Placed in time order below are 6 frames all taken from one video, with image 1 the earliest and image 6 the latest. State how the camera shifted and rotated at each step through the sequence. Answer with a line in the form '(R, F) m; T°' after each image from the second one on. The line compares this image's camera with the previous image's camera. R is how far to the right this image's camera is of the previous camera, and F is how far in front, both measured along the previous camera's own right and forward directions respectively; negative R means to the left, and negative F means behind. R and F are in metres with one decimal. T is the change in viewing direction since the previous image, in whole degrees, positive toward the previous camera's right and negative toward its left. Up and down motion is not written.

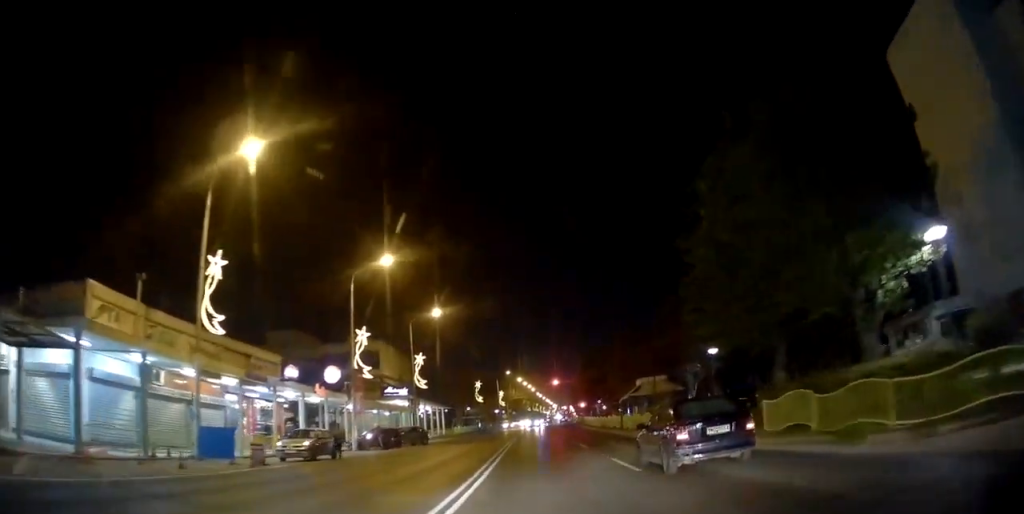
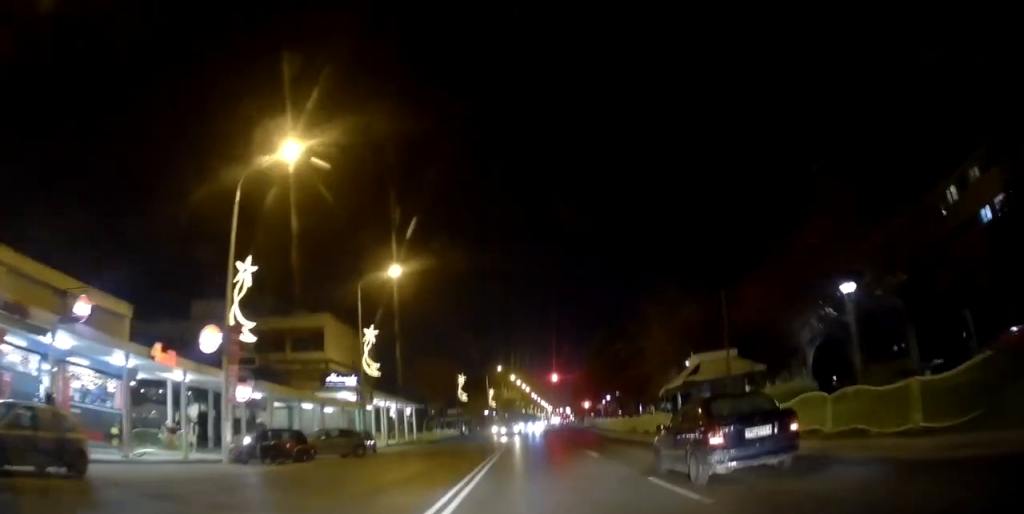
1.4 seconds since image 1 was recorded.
(-0.4, +16.5) m; 0°
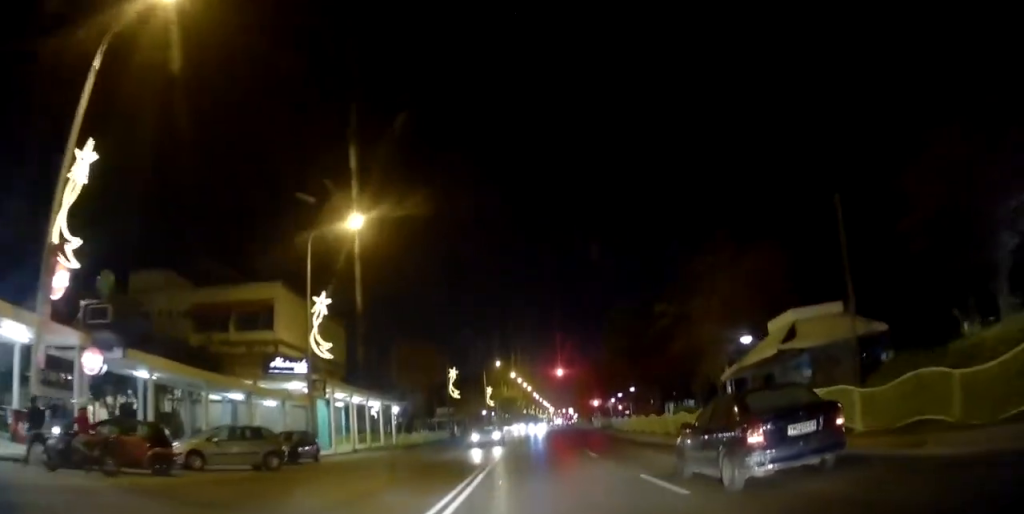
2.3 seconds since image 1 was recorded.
(+0.2, +10.5) m; +1°
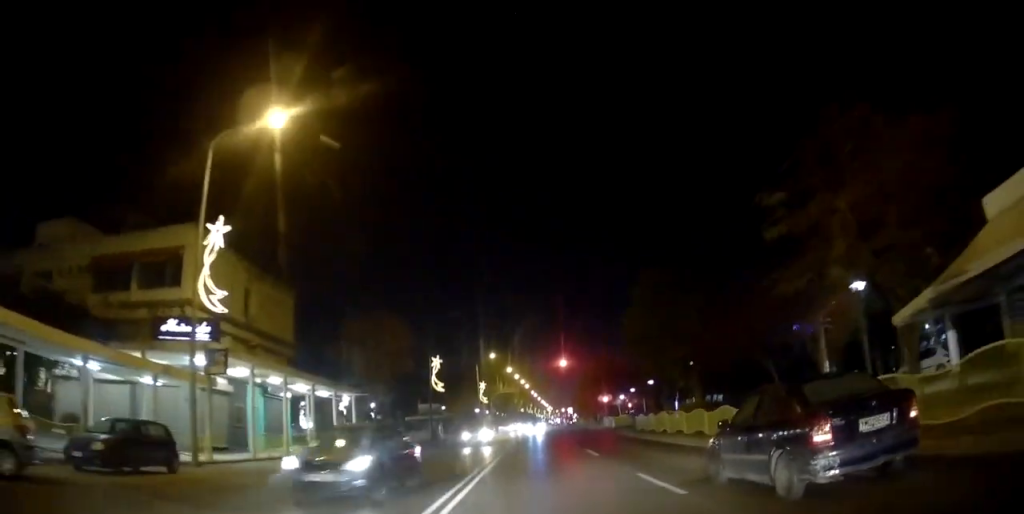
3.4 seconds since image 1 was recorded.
(0.0, +11.4) m; -1°
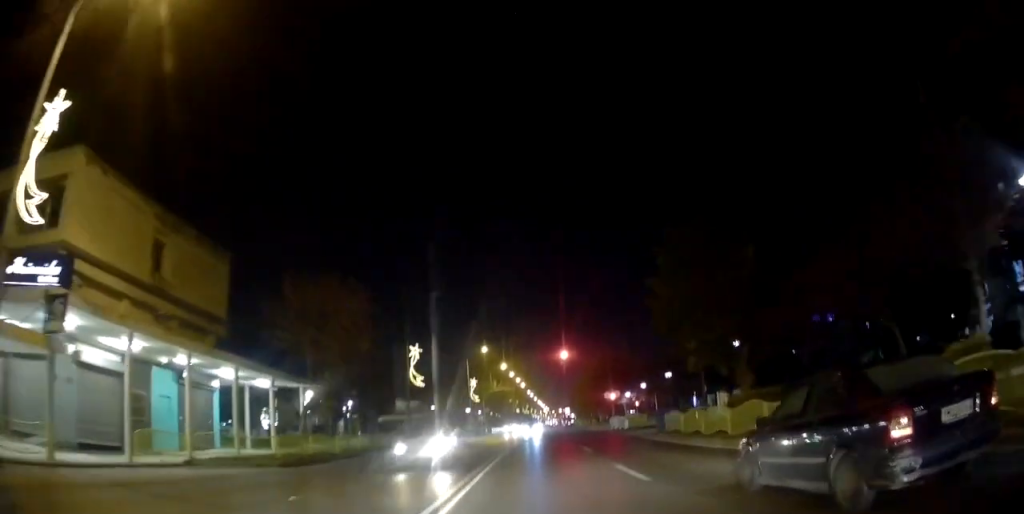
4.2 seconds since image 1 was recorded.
(-0.2, +9.2) m; 0°
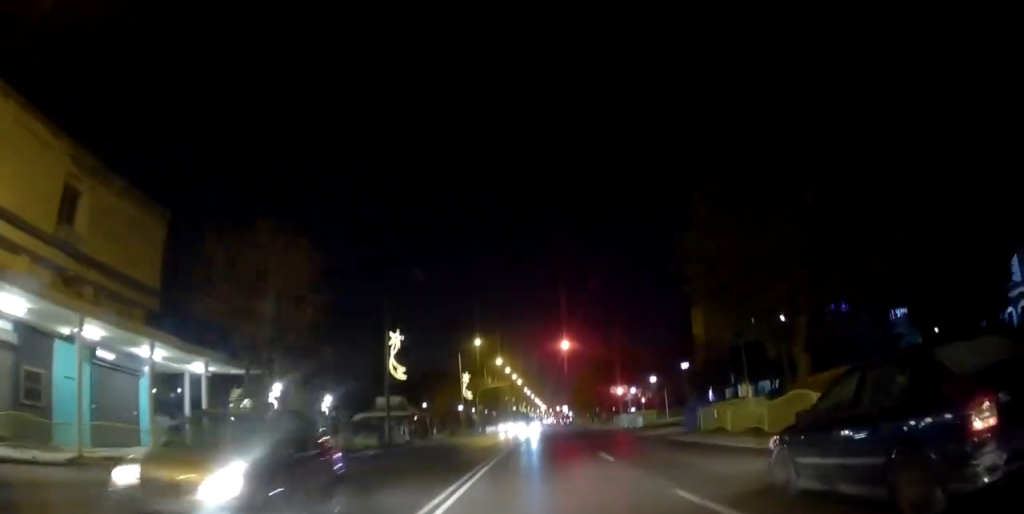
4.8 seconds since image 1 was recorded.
(0.0, +6.2) m; +2°
